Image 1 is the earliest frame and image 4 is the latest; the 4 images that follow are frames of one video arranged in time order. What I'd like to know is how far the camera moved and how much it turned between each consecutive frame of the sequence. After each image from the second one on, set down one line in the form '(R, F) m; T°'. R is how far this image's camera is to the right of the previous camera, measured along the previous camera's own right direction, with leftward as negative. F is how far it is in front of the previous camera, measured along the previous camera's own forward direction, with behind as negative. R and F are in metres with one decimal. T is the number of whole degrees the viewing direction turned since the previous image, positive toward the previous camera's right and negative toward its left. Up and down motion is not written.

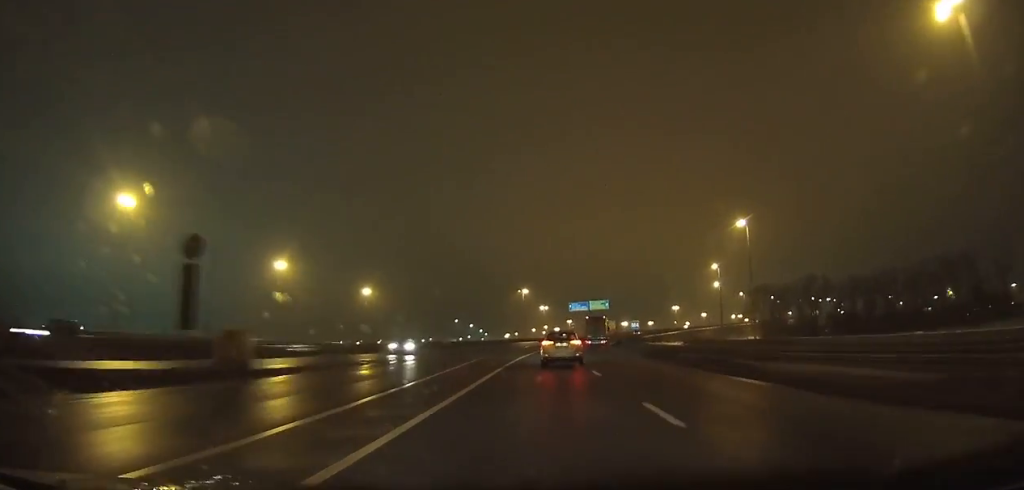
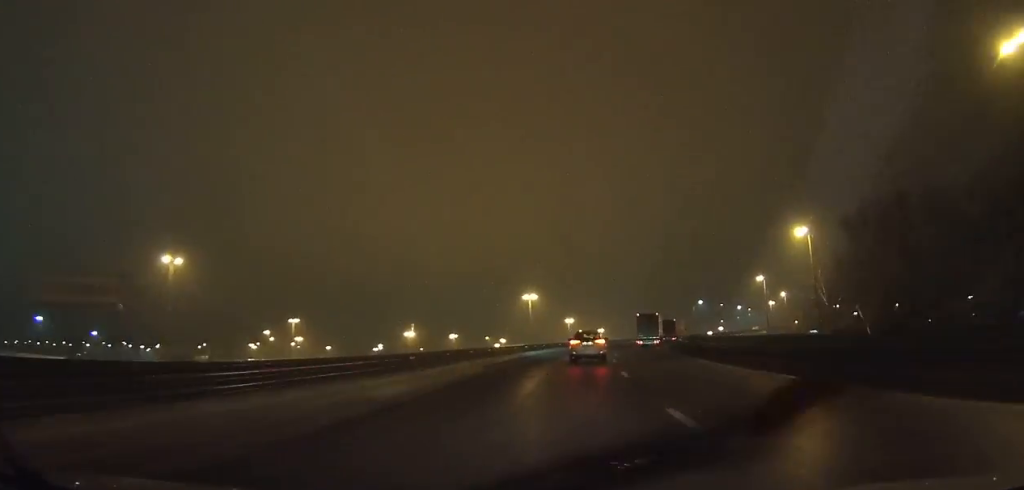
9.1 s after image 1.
(+29.1, +168.5) m; +23°
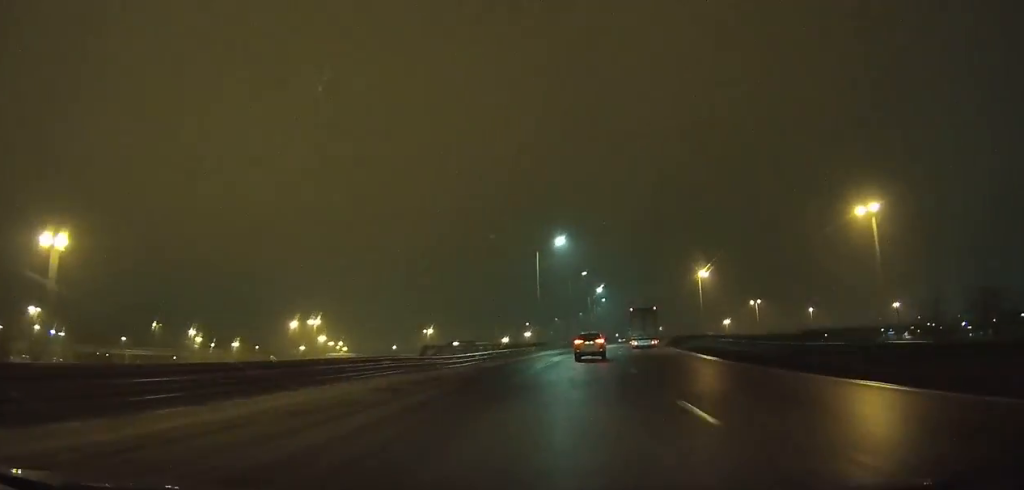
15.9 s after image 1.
(+25.6, +127.9) m; +21°
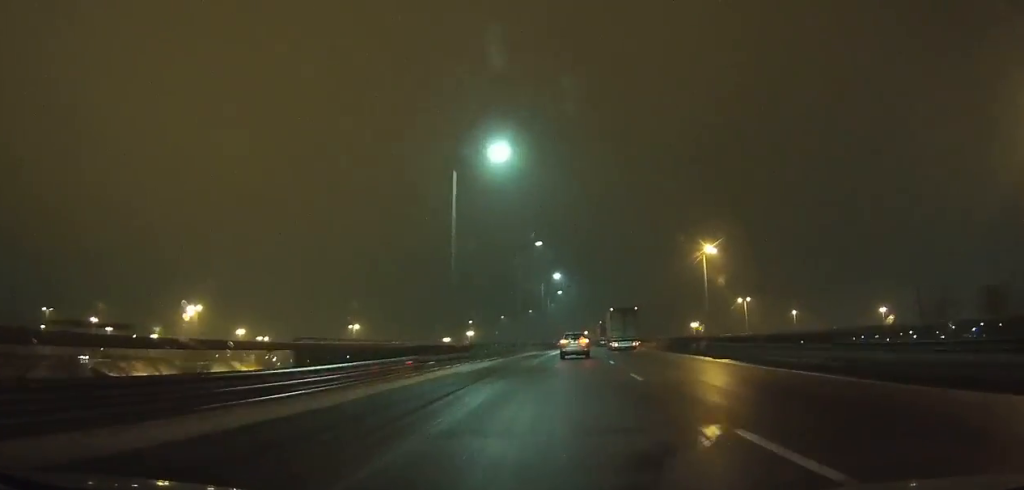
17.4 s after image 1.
(+1.1, +28.7) m; +3°
